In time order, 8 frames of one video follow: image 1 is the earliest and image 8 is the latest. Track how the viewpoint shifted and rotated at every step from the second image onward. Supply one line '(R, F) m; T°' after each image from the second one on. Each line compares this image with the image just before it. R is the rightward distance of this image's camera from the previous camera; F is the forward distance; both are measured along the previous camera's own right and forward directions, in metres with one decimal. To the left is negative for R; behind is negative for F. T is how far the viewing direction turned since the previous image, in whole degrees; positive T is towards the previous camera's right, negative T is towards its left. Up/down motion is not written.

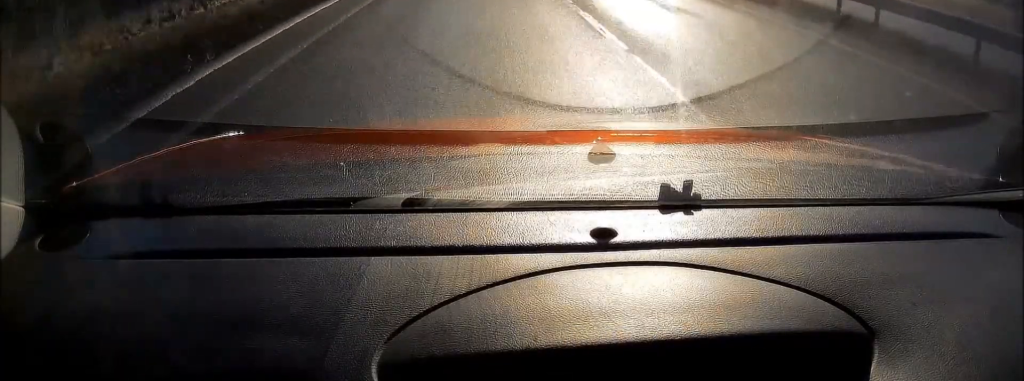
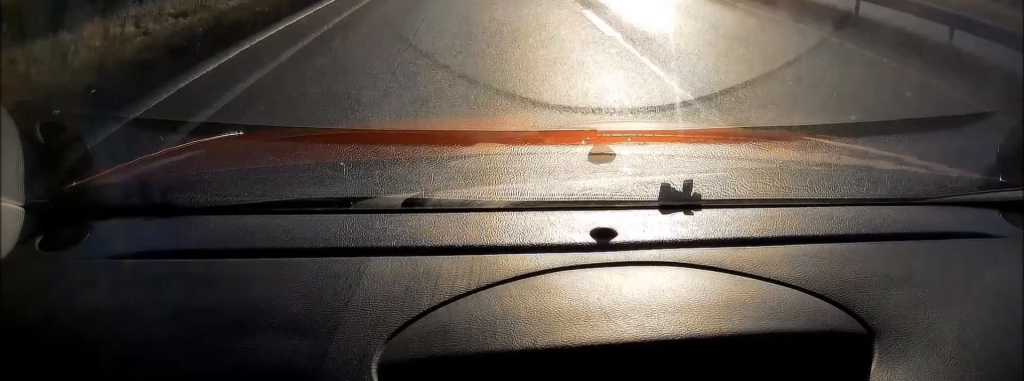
(0.0, +52.6) m; 0°
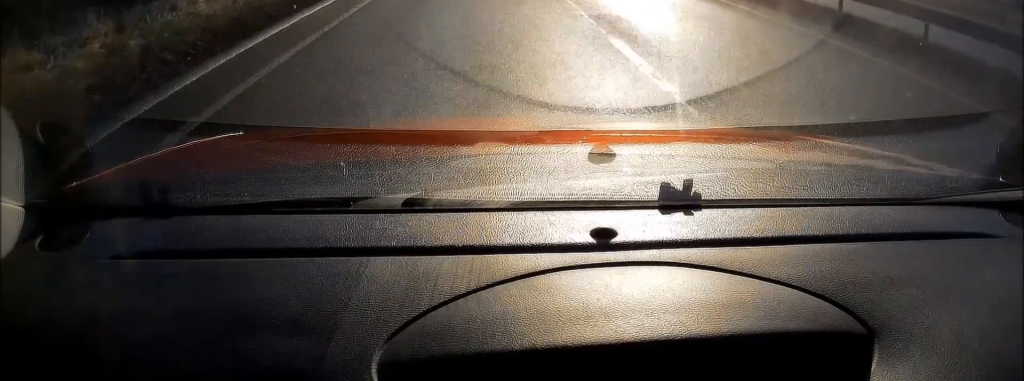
(0.0, +48.4) m; 0°
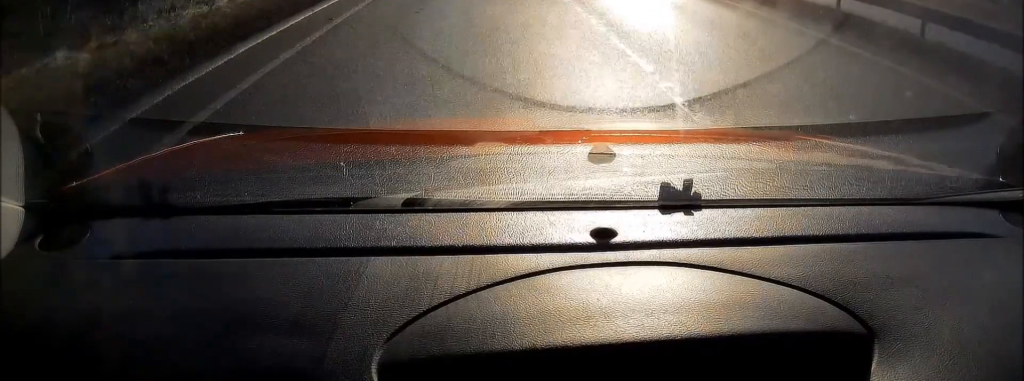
(0.0, +12.5) m; 0°
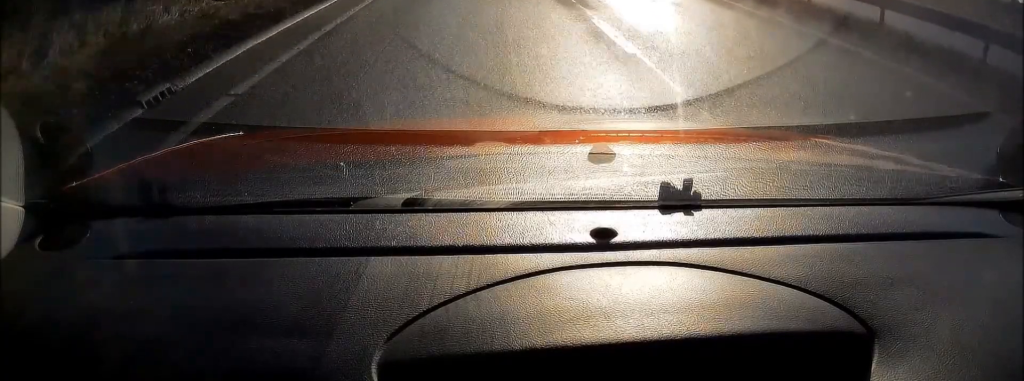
(0.0, +27.0) m; 0°
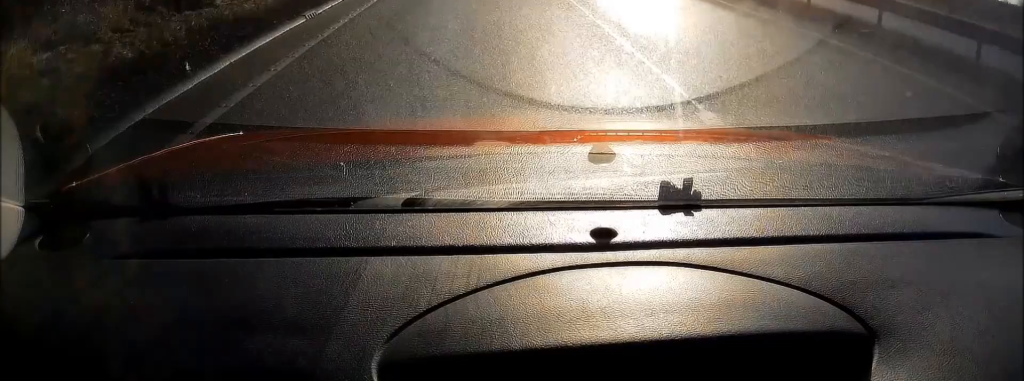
(0.0, +26.2) m; 0°
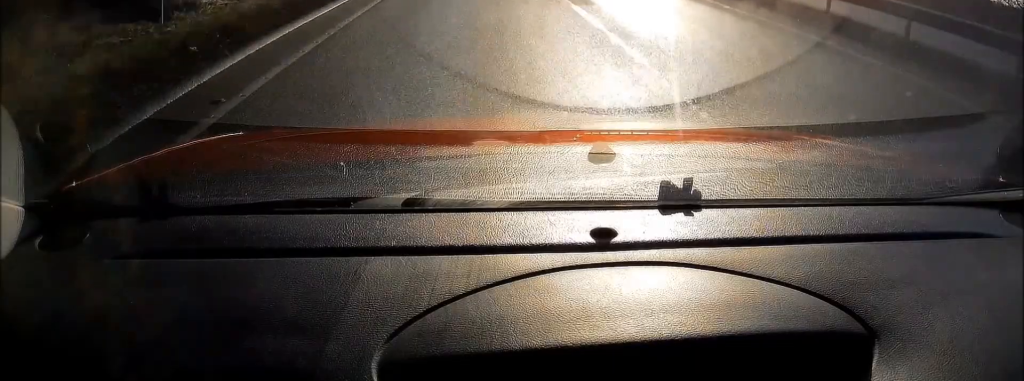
(0.0, +14.9) m; 0°
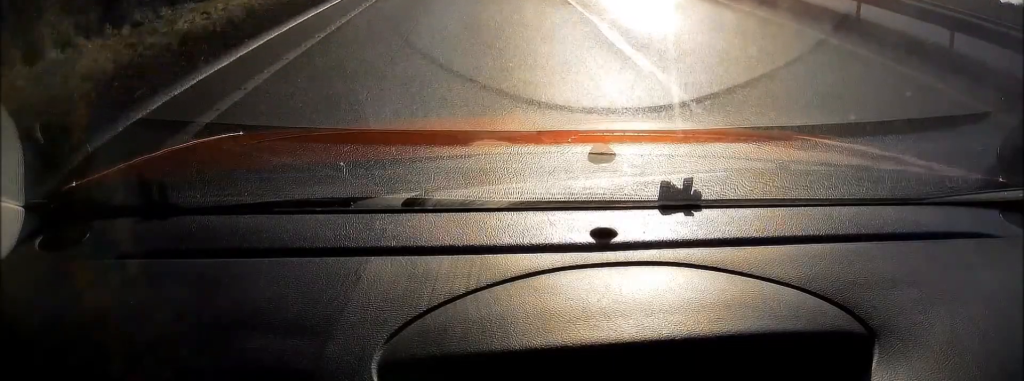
(0.0, +23.2) m; 0°
